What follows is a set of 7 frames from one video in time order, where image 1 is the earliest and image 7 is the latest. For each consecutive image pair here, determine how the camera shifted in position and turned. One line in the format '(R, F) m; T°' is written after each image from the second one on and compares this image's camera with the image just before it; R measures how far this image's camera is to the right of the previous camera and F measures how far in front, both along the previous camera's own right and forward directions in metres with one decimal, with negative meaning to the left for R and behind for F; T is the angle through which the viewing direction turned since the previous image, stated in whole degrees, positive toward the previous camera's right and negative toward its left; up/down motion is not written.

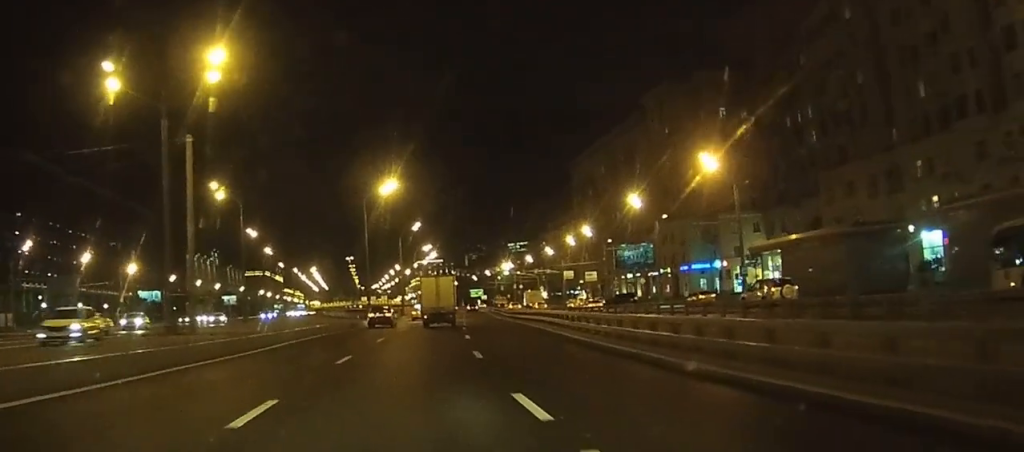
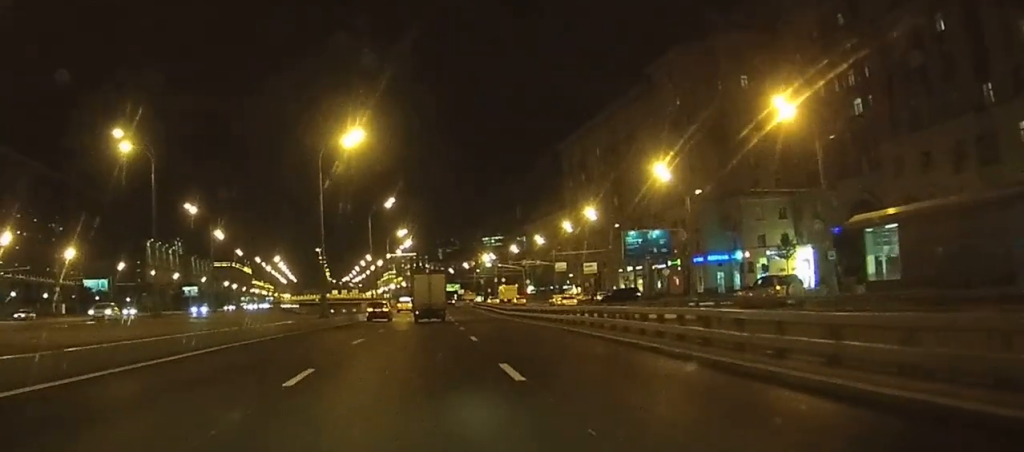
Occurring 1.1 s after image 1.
(+0.7, +20.8) m; +3°
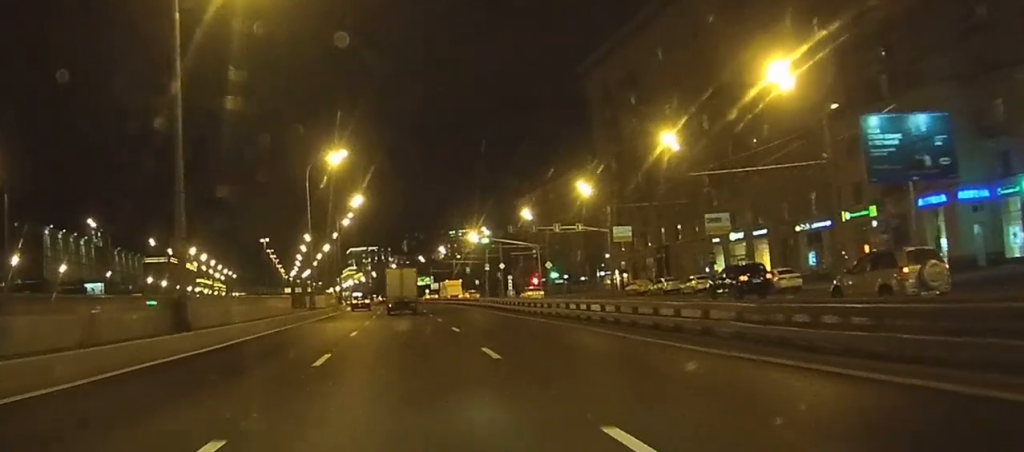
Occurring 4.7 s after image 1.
(+1.3, +68.7) m; +1°
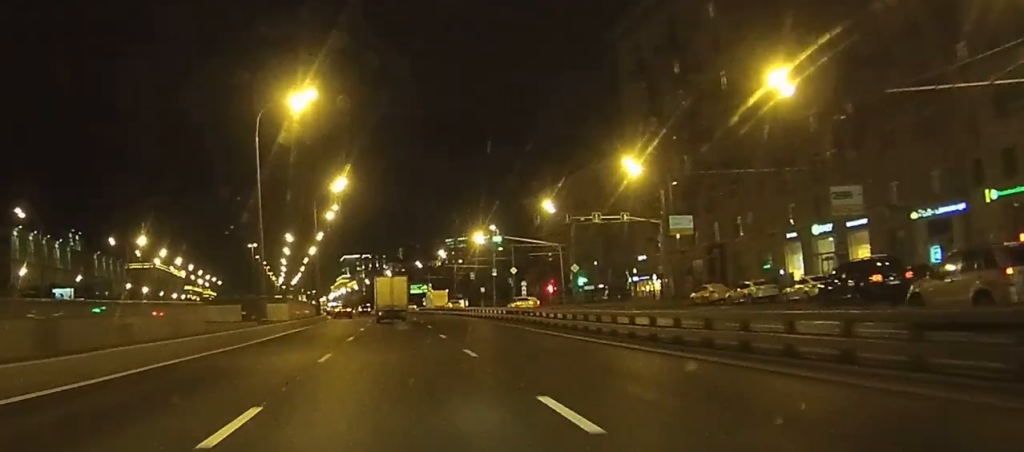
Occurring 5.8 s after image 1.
(0.0, +21.2) m; 0°
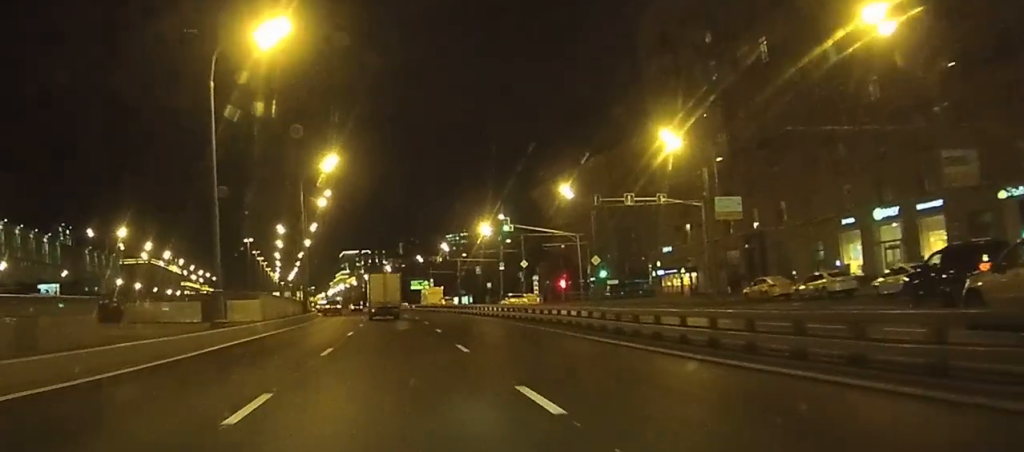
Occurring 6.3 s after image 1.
(0.0, +10.7) m; 0°
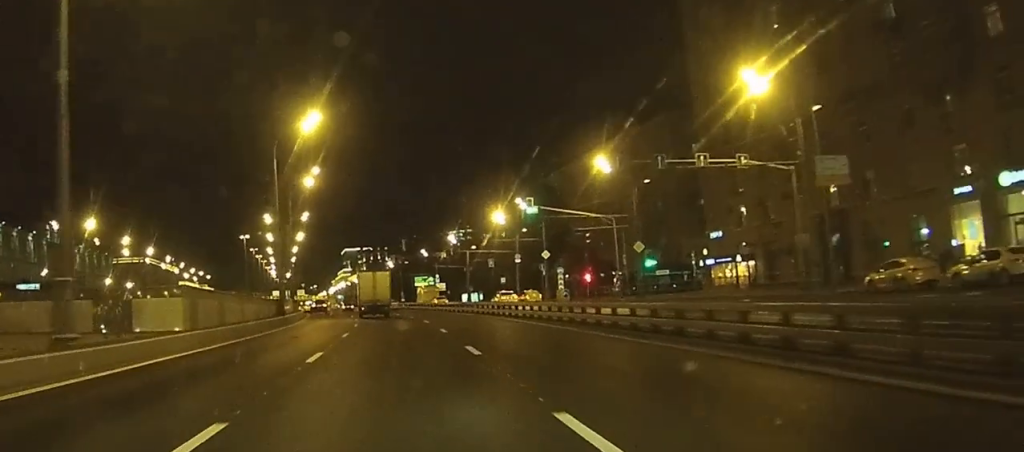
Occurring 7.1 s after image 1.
(0.0, +15.4) m; 0°
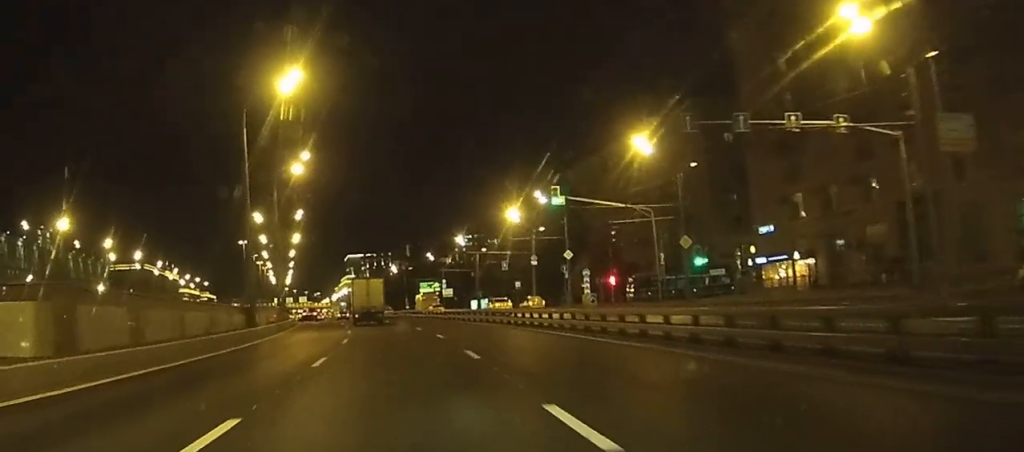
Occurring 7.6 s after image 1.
(0.0, +11.4) m; 0°
